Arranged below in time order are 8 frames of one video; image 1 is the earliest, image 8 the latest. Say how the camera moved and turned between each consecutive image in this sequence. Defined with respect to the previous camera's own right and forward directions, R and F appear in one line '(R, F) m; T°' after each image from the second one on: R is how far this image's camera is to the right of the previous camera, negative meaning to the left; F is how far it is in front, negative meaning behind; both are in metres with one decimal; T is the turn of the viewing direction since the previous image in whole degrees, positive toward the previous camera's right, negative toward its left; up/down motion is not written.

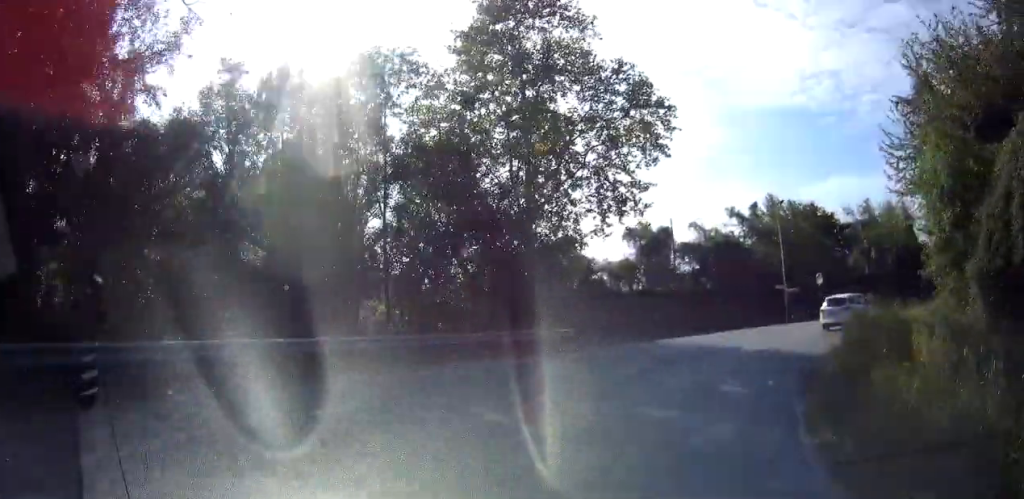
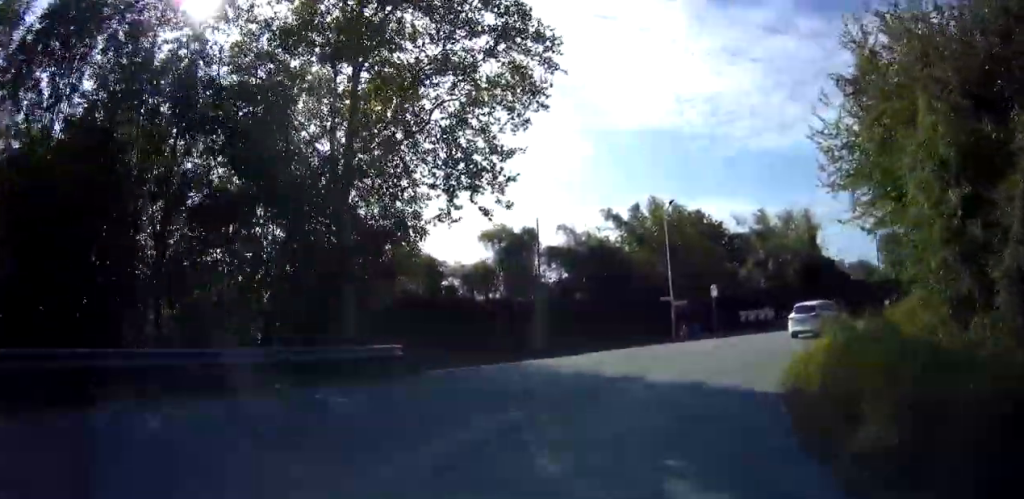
(+1.4, +5.7) m; +17°
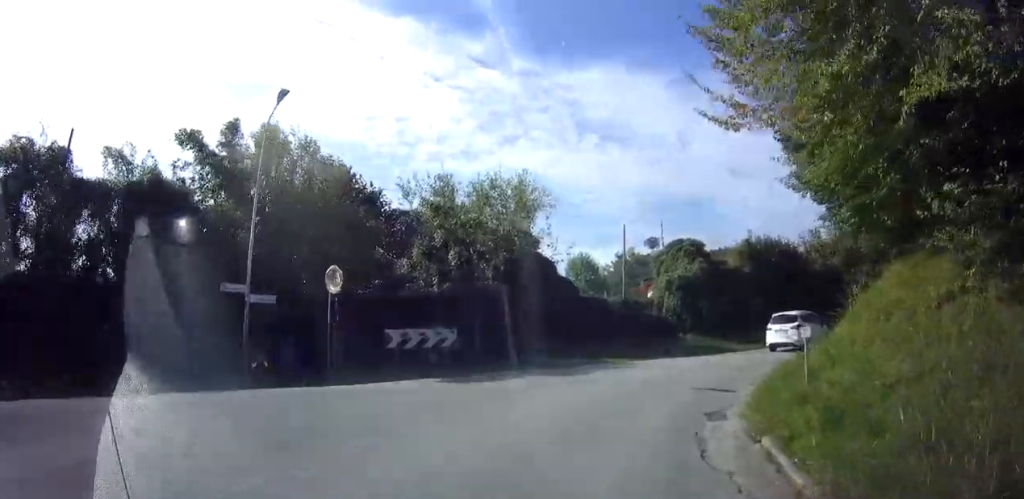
(+6.9, +13.4) m; +63°
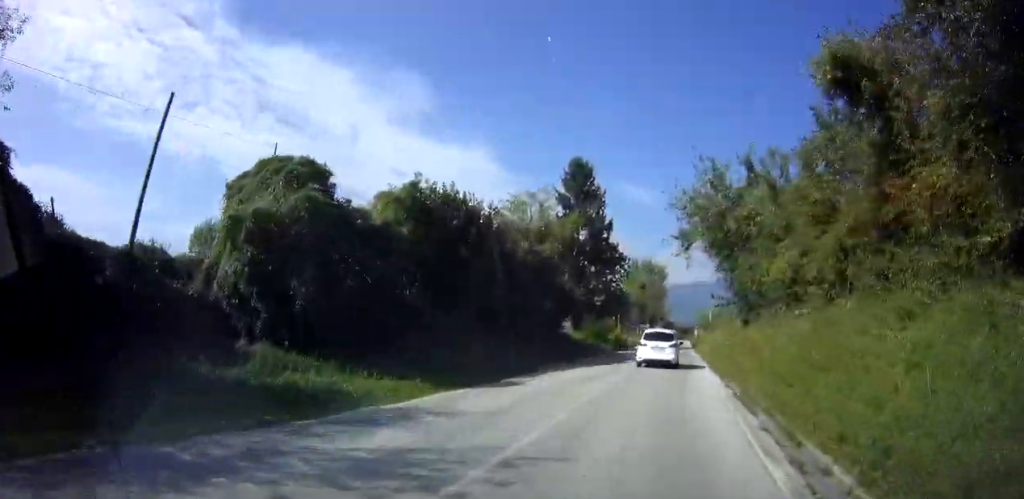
(+5.6, +14.3) m; +21°
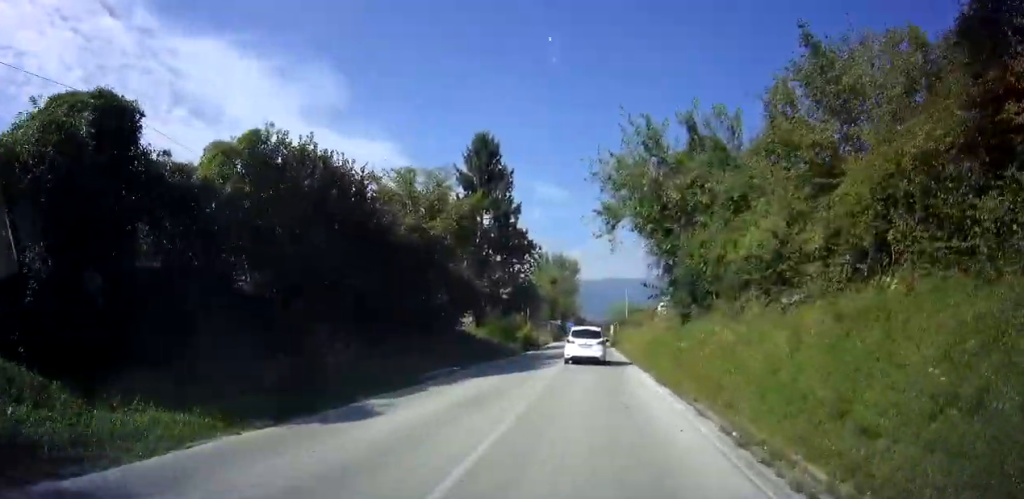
(0.0, +5.1) m; 0°
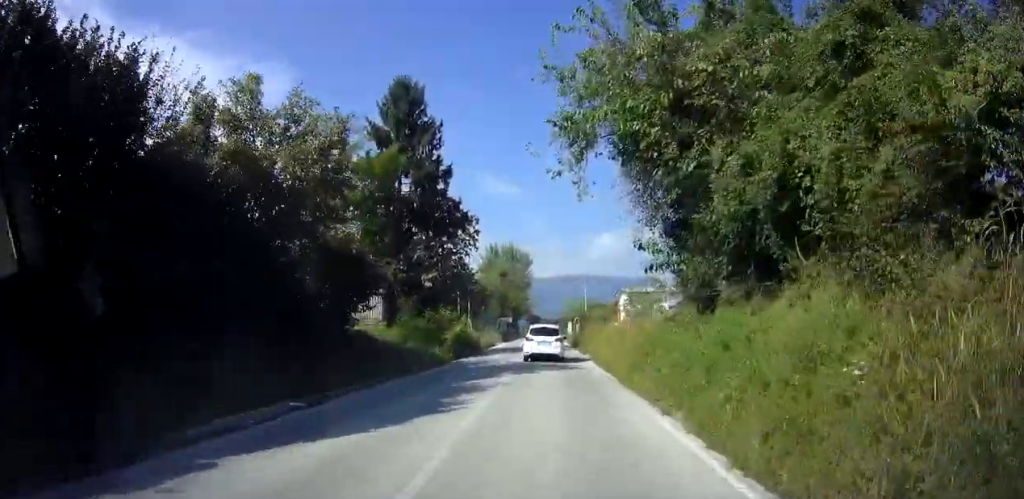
(0.0, +9.3) m; 0°
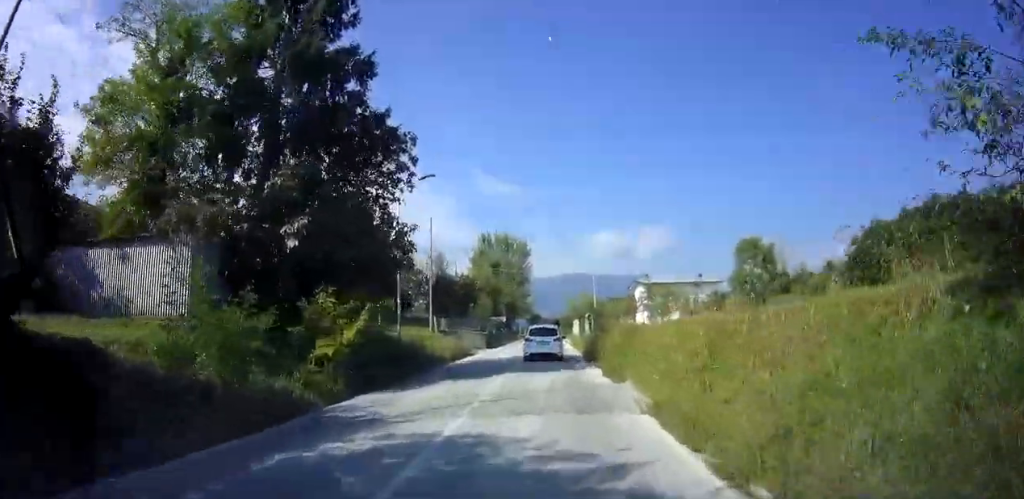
(0.0, +13.2) m; 0°
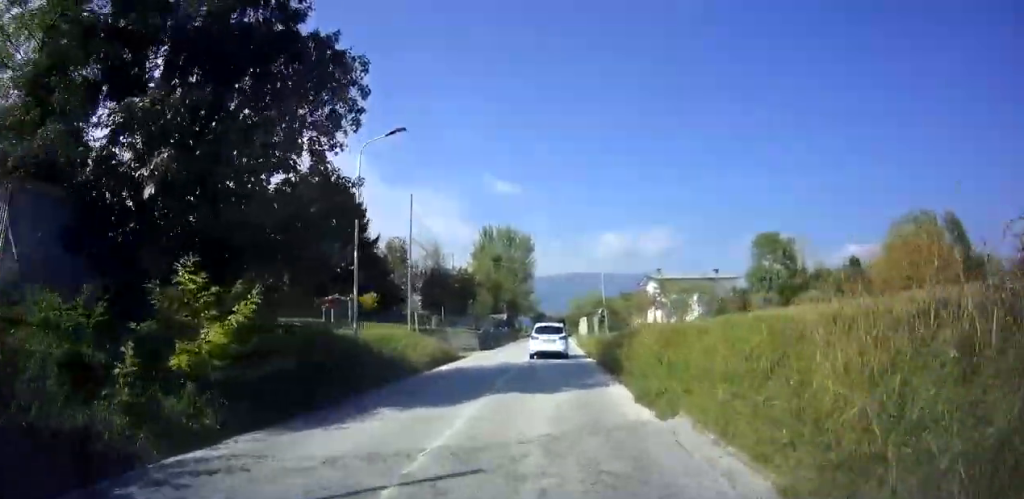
(0.0, +5.1) m; +2°
